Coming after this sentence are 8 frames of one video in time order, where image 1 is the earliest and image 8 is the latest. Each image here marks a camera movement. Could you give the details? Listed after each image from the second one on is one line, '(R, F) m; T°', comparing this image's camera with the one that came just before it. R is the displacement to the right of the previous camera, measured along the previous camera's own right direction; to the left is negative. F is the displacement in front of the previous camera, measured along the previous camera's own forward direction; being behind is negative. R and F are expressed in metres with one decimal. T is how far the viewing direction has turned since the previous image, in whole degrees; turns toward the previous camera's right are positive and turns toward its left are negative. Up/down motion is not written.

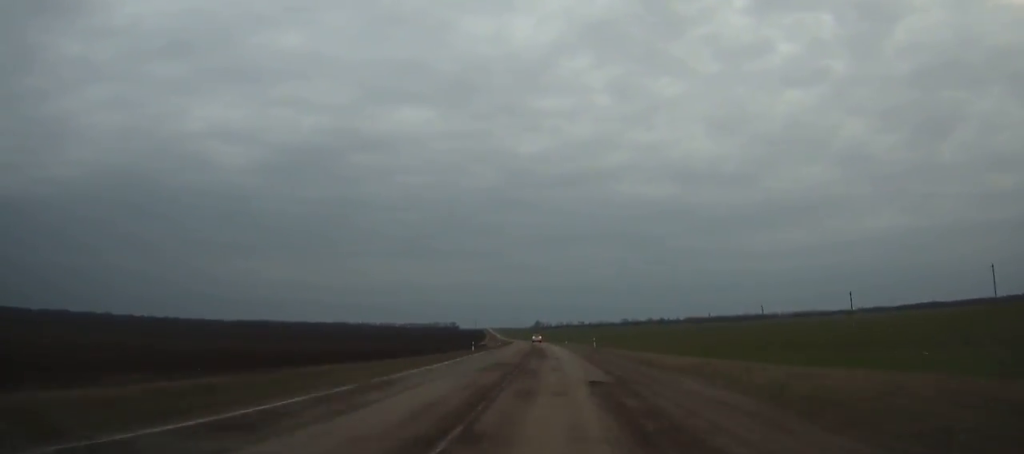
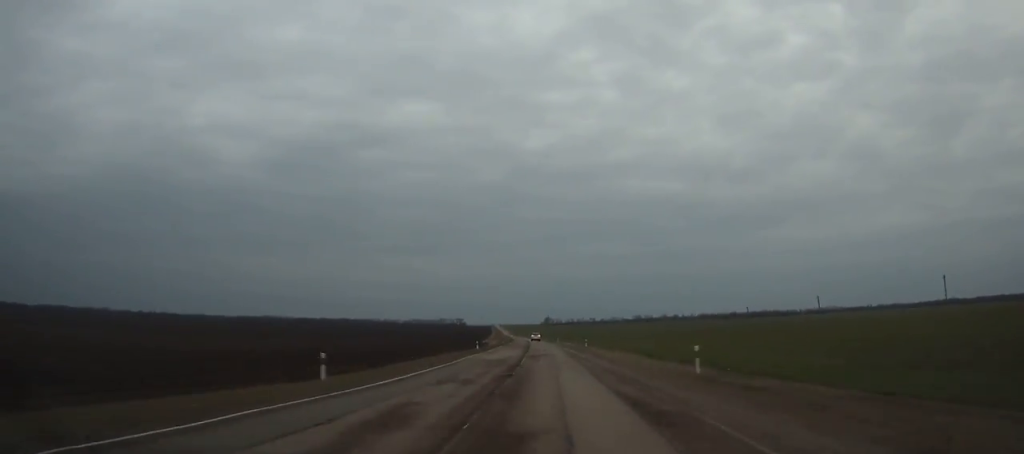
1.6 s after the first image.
(-0.1, +38.1) m; -1°
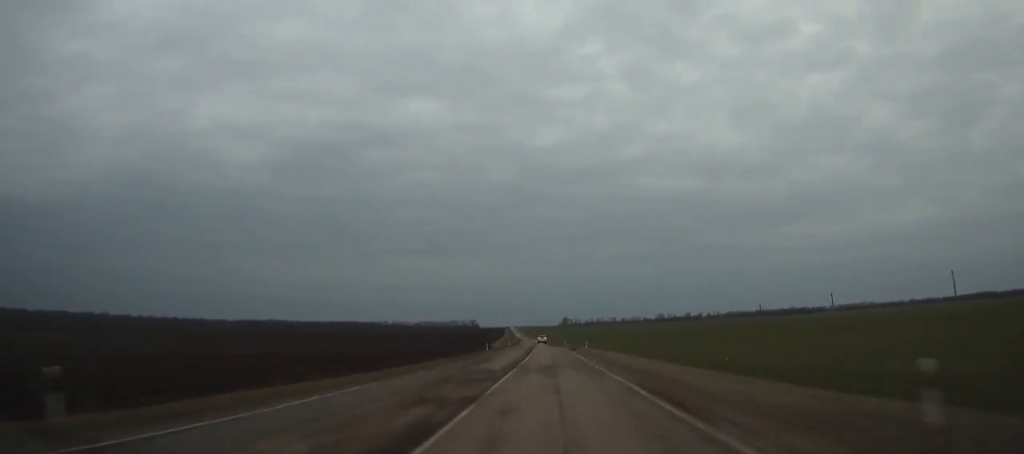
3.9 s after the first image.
(-0.8, +55.9) m; -1°
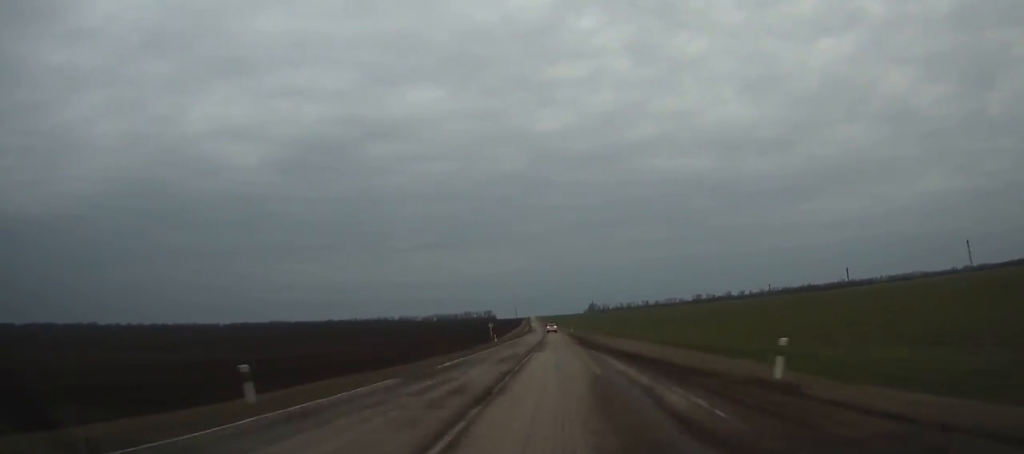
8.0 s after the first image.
(-2.0, +101.5) m; -2°
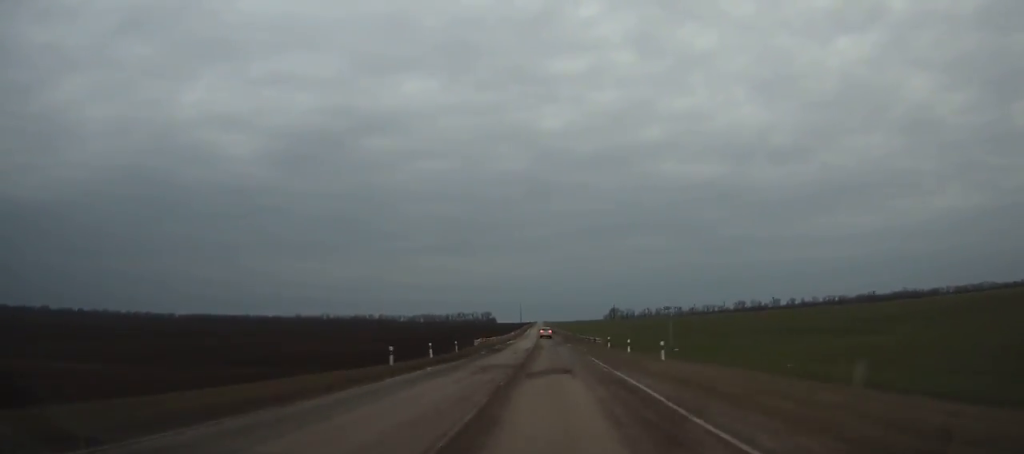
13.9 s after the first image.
(-1.6, +148.2) m; -2°
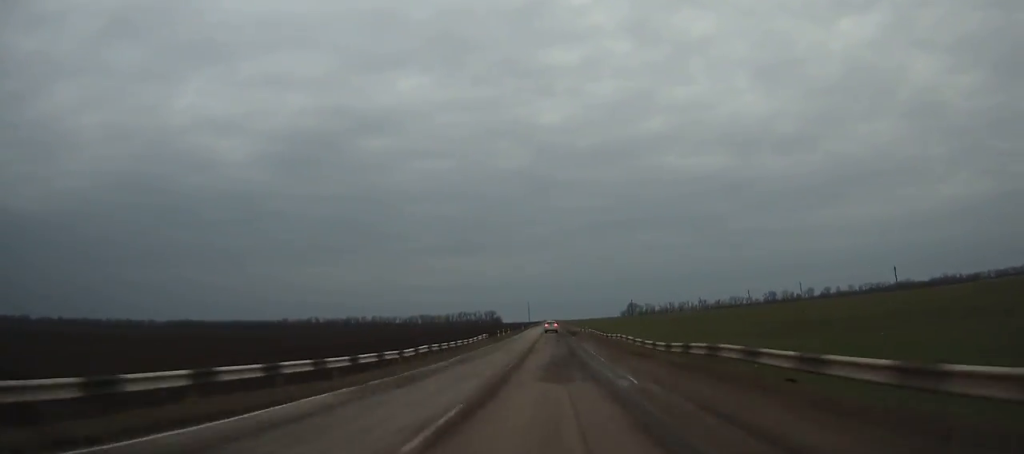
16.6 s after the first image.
(-0.6, +66.9) m; -1°
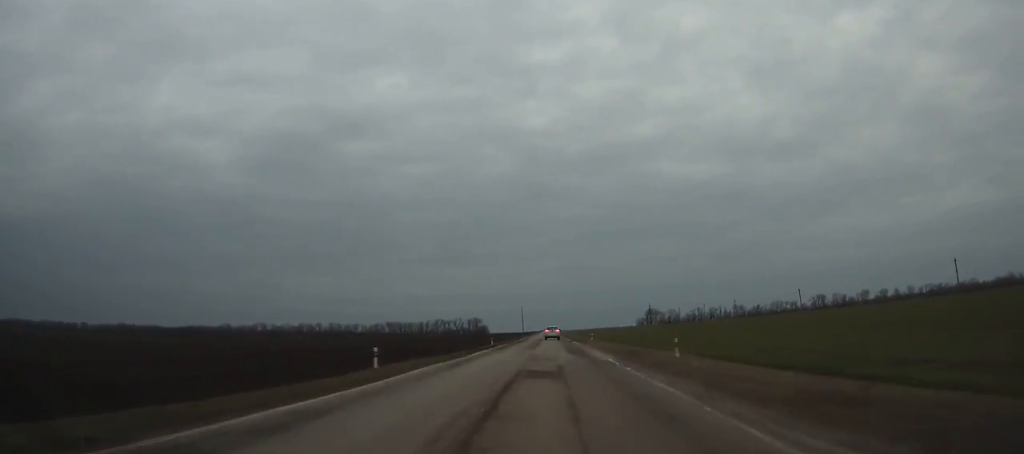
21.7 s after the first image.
(-0.4, +121.5) m; 0°
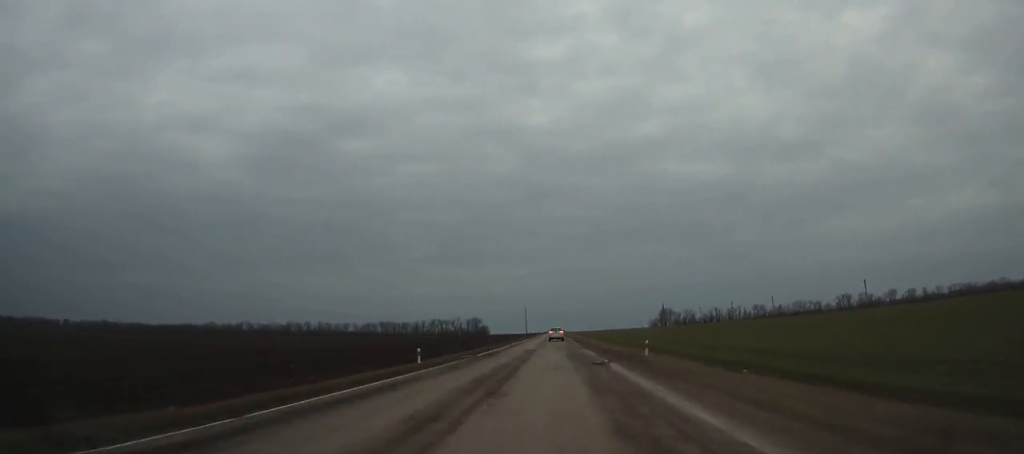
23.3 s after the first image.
(0.0, +37.0) m; 0°
